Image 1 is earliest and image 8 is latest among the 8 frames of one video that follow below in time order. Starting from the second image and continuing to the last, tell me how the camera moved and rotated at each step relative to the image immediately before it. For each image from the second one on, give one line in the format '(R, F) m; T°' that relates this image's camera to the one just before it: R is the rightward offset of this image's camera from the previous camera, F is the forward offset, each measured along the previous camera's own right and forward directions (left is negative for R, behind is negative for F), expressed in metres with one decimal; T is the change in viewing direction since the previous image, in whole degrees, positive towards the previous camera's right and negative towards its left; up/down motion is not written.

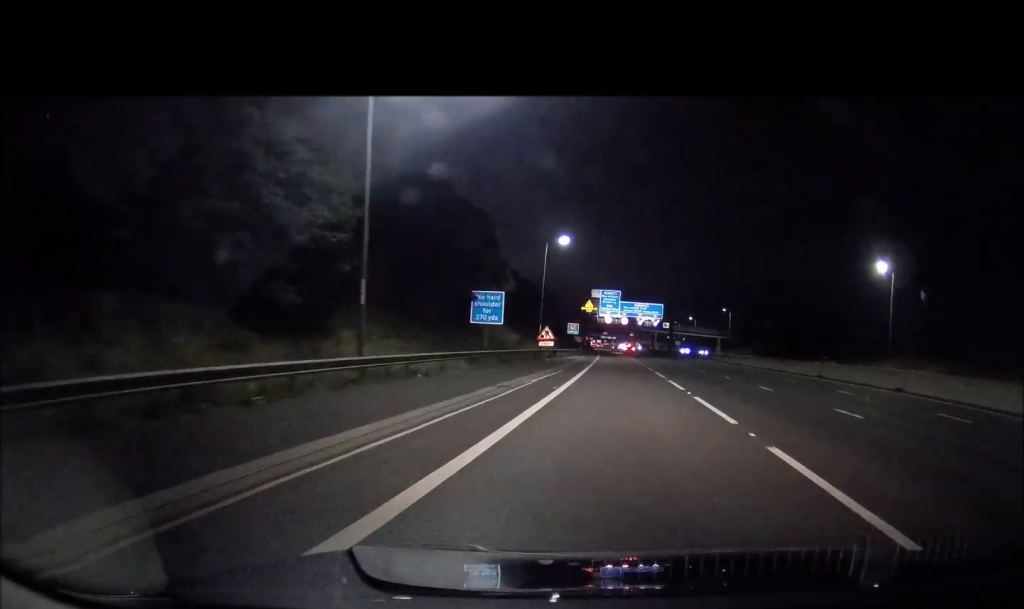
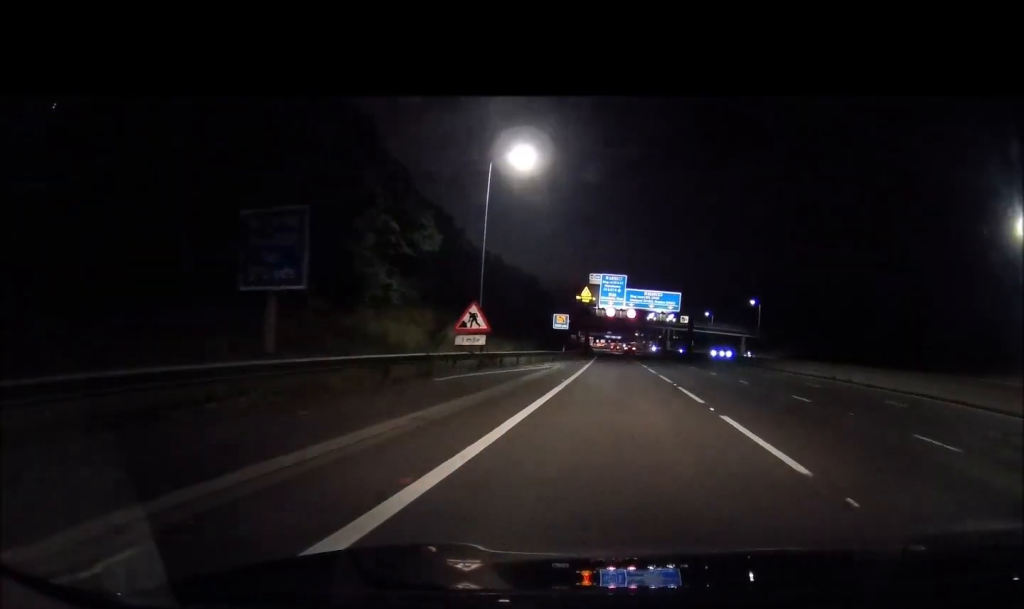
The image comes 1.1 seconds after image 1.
(-0.2, +31.7) m; -1°
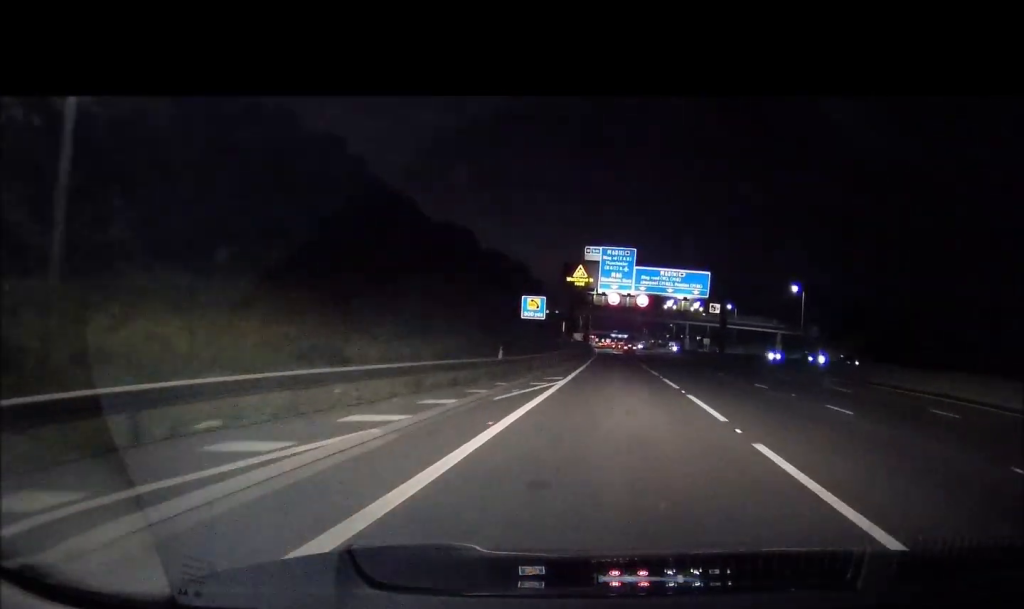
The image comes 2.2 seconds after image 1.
(-0.1, +30.7) m; -1°
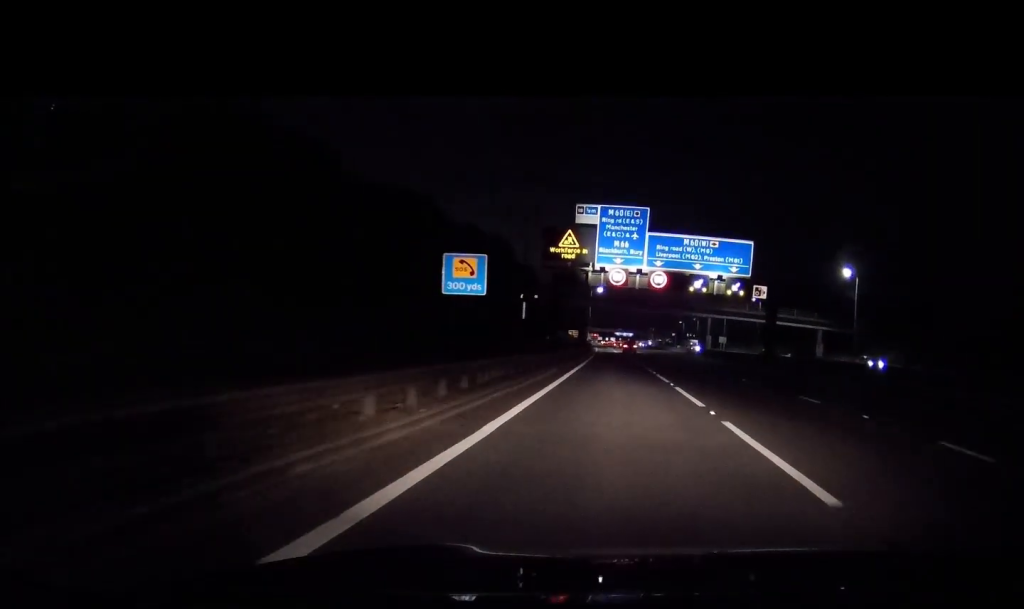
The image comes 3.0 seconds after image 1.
(-0.1, +24.7) m; -1°
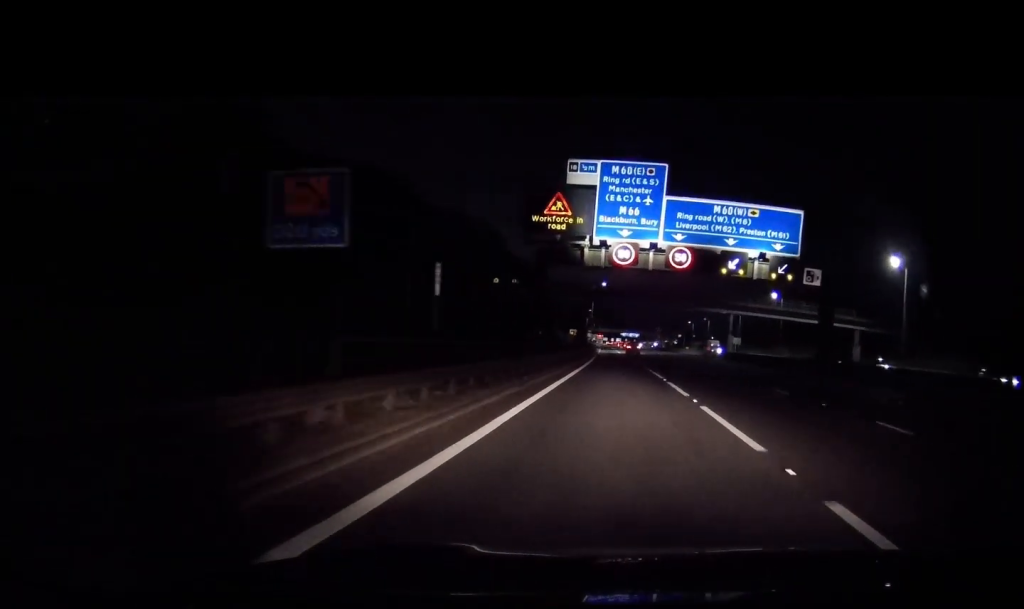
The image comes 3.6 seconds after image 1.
(0.0, +15.1) m; -1°
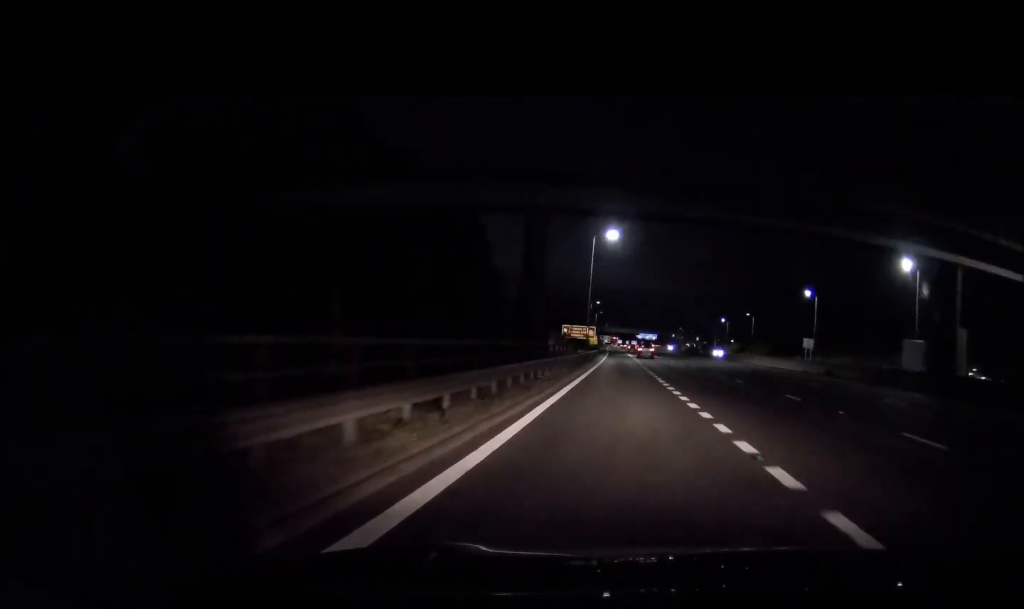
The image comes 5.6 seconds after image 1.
(-0.6, +57.4) m; -1°
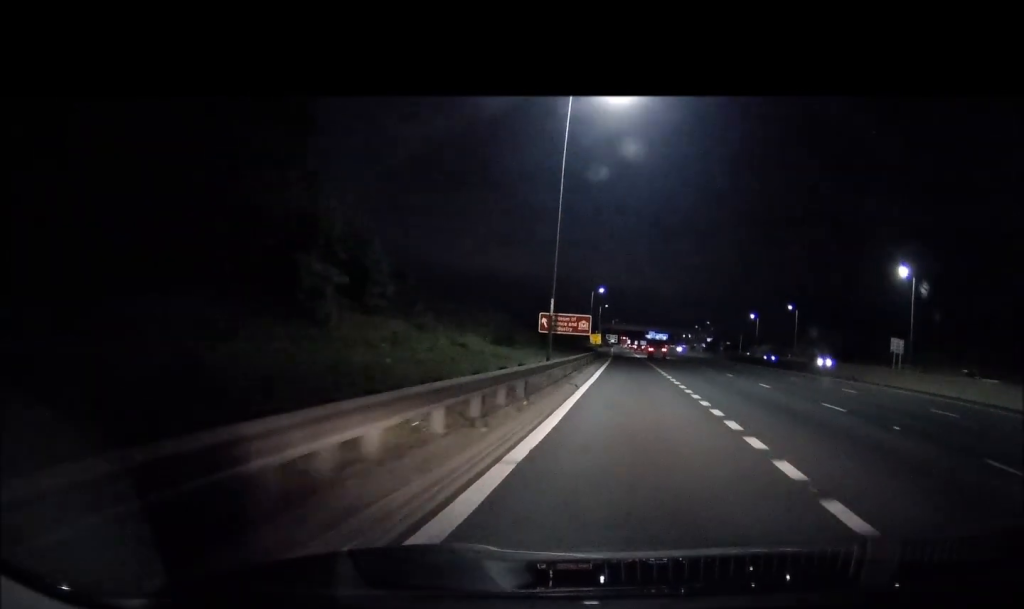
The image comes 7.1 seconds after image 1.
(-0.3, +38.5) m; 0°
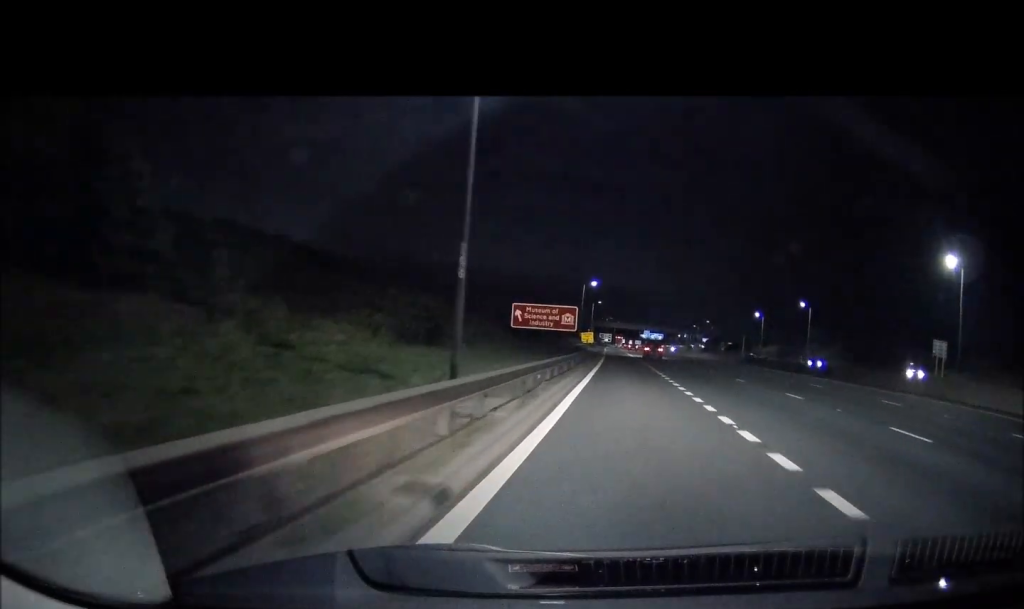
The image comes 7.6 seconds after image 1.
(0.0, +13.9) m; 0°
